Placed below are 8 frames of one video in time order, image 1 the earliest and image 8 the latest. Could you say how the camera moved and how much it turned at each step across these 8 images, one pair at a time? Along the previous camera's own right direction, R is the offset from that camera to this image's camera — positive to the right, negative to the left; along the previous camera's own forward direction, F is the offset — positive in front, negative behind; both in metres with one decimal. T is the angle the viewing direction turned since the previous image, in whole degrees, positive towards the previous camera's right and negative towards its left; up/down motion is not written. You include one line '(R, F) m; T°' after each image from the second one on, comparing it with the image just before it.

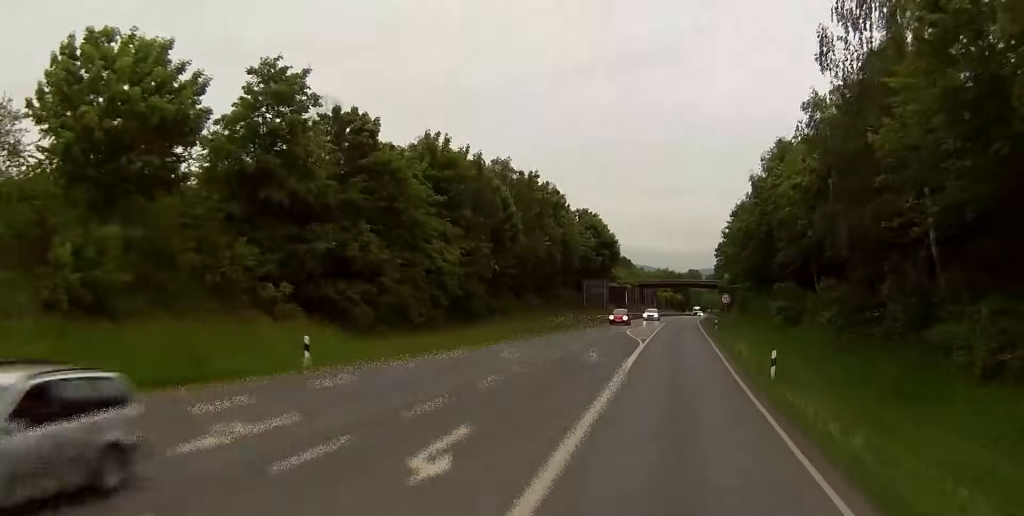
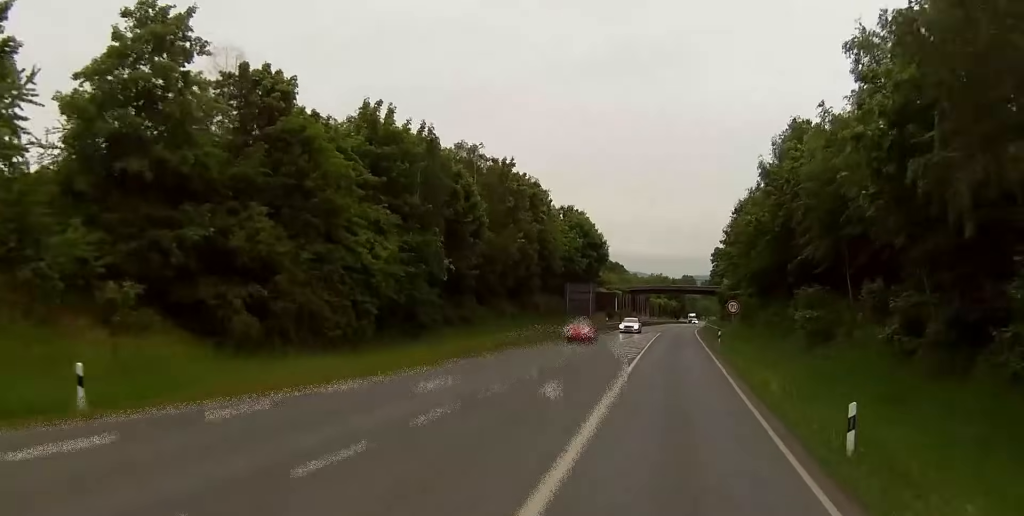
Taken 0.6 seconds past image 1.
(0.0, +11.2) m; 0°
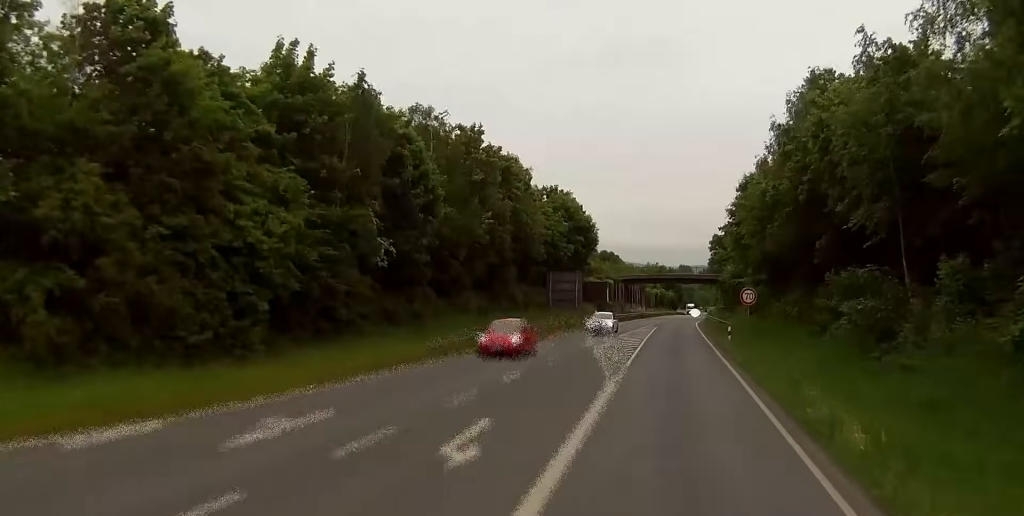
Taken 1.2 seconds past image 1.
(0.0, +10.6) m; +1°
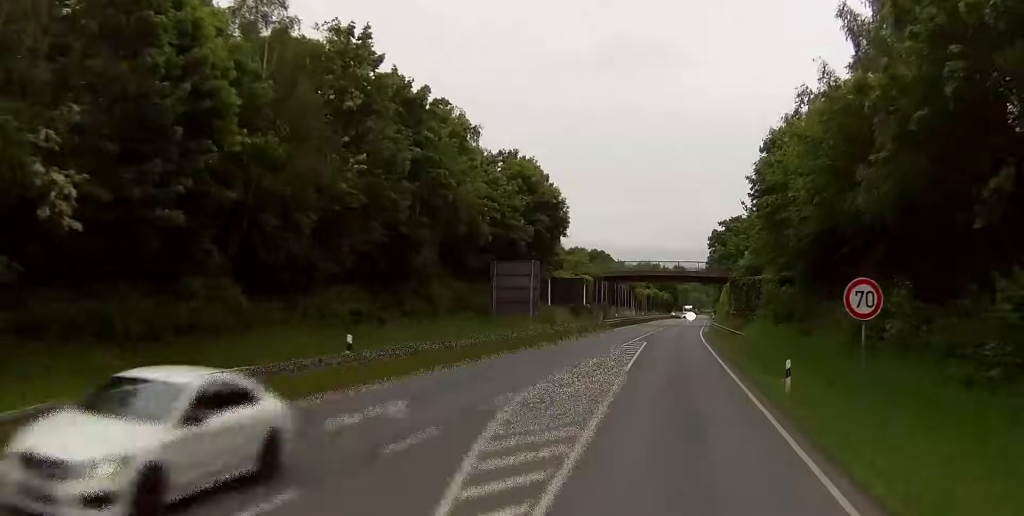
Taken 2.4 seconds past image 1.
(+0.5, +23.0) m; +1°
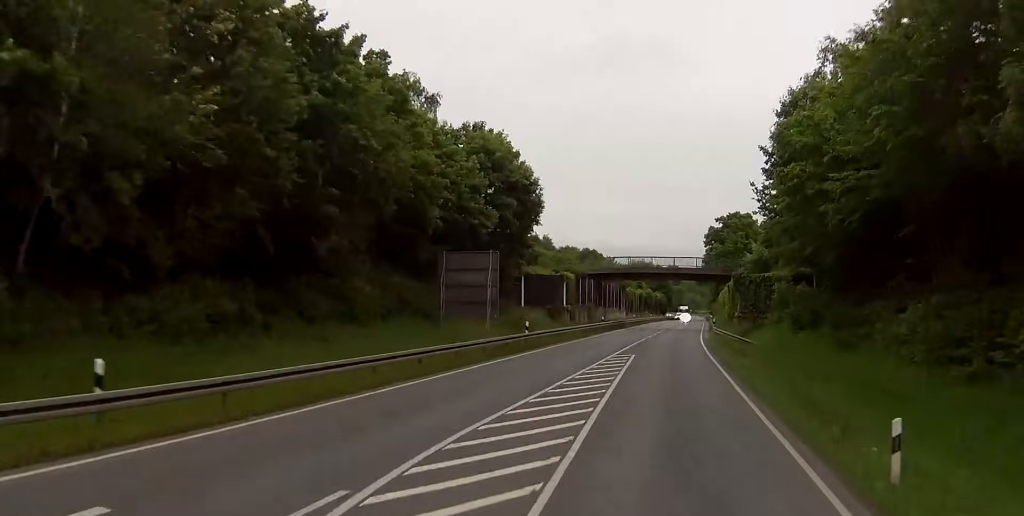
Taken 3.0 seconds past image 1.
(0.0, +11.2) m; 0°
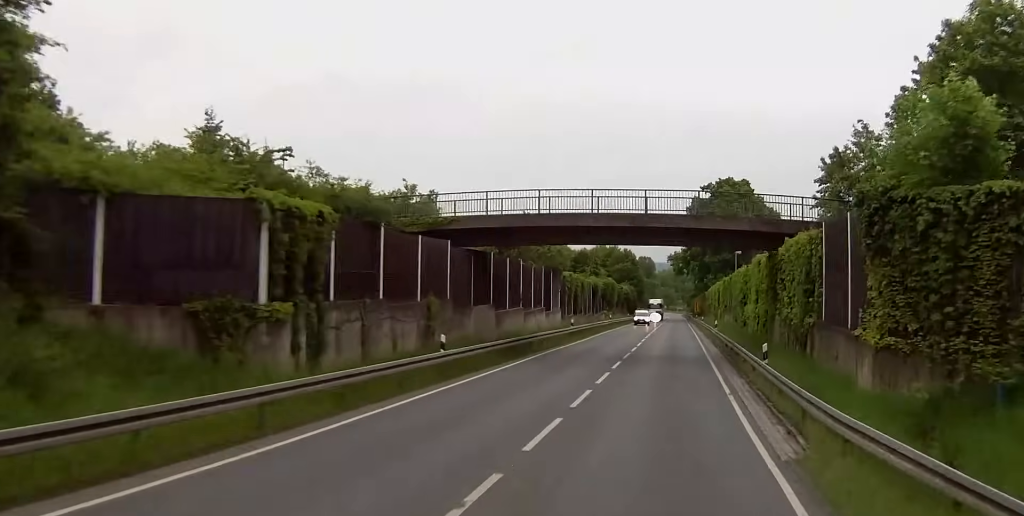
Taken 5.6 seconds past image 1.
(+0.3, +47.9) m; +3°
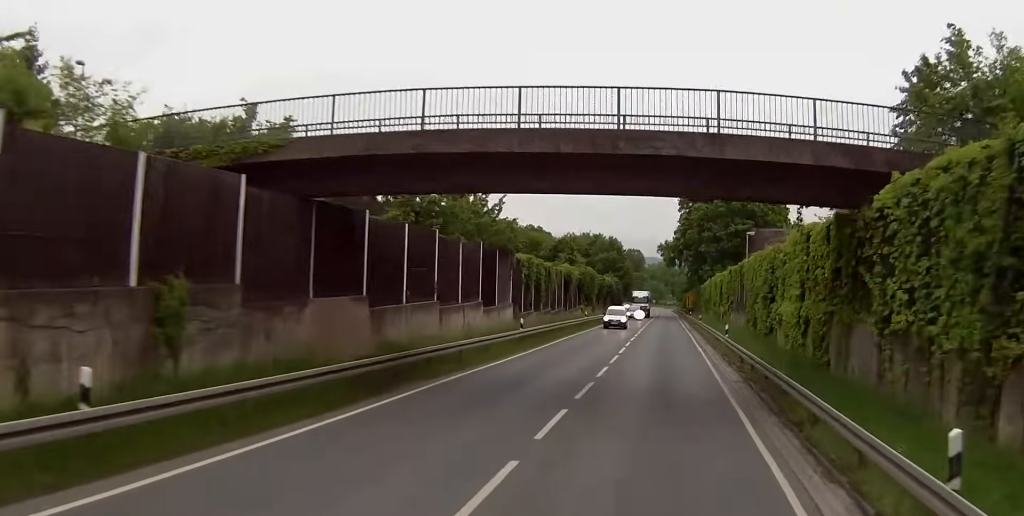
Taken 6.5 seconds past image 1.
(0.0, +17.1) m; 0°
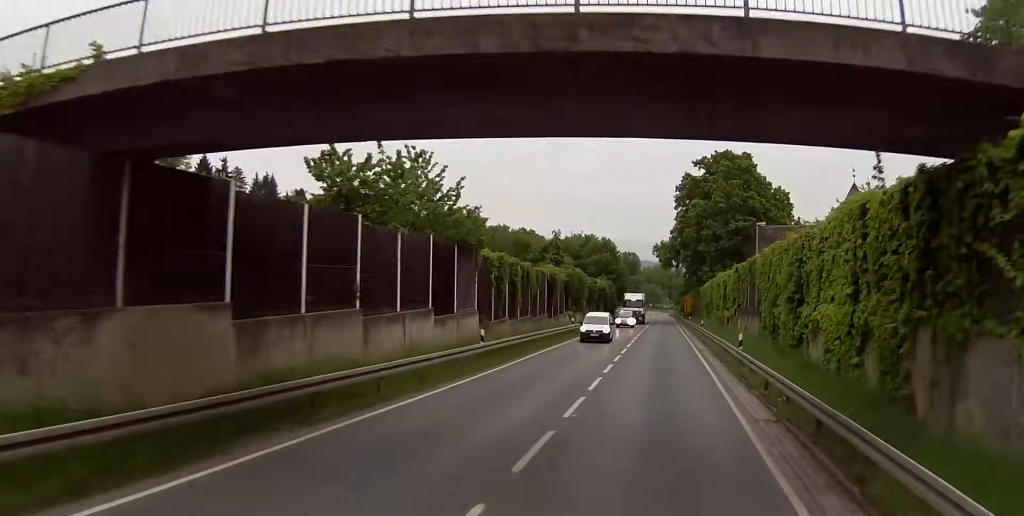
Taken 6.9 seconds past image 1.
(0.0, +8.3) m; 0°
